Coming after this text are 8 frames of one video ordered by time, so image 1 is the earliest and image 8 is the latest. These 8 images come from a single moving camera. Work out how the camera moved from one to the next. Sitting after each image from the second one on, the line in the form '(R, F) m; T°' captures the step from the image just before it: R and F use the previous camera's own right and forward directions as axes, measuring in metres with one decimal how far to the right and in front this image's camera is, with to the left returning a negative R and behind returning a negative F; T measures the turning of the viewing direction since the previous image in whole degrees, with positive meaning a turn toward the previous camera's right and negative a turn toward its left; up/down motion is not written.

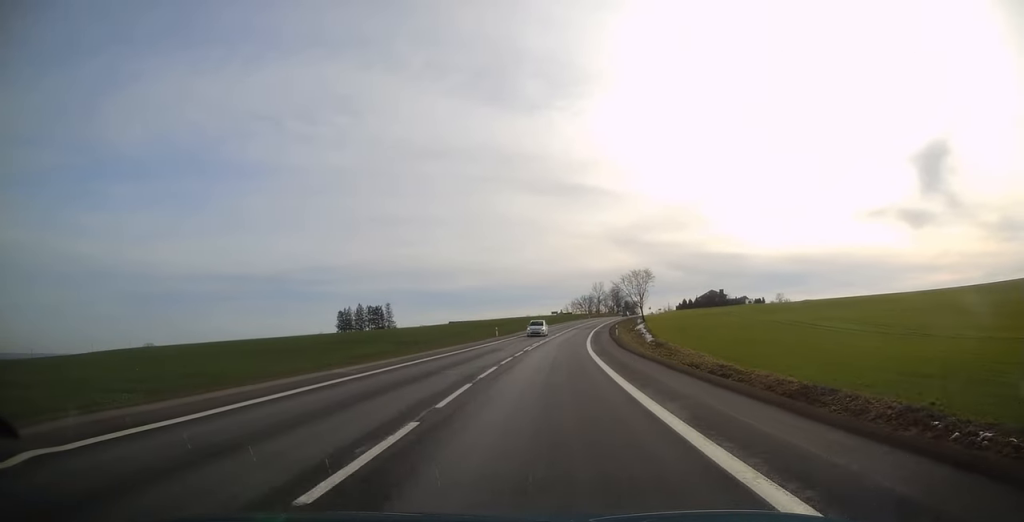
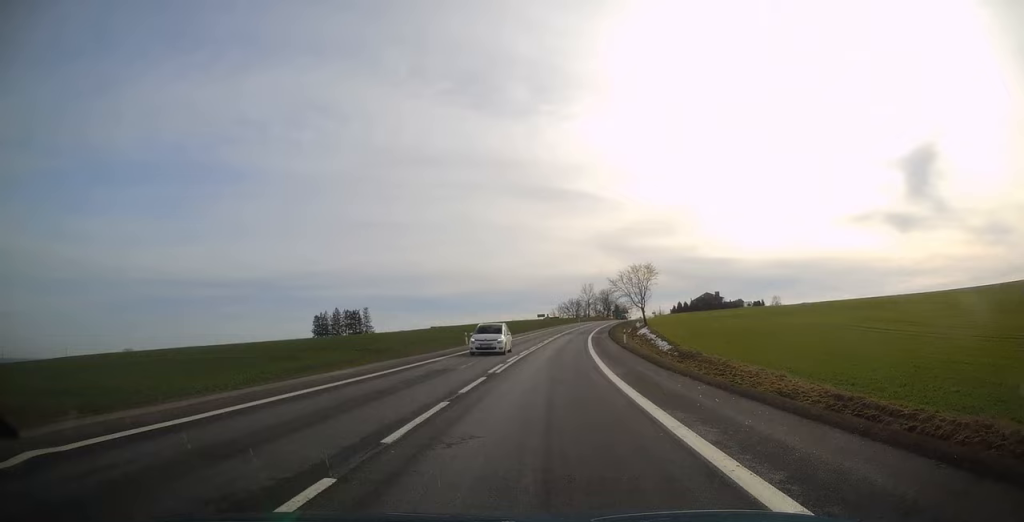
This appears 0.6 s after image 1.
(+0.1, +15.1) m; +1°
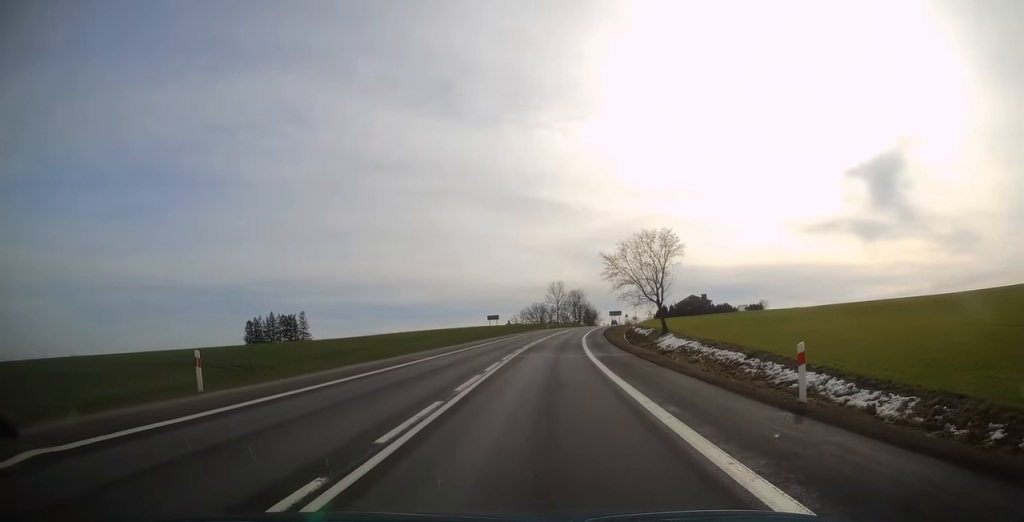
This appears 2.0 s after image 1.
(+1.2, +35.8) m; +4°
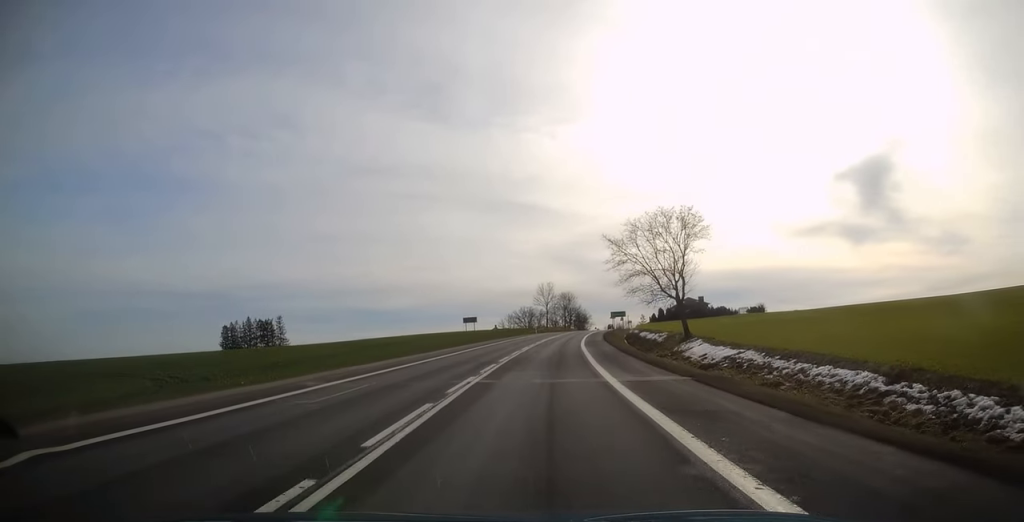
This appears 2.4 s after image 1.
(+0.2, +12.1) m; +1°
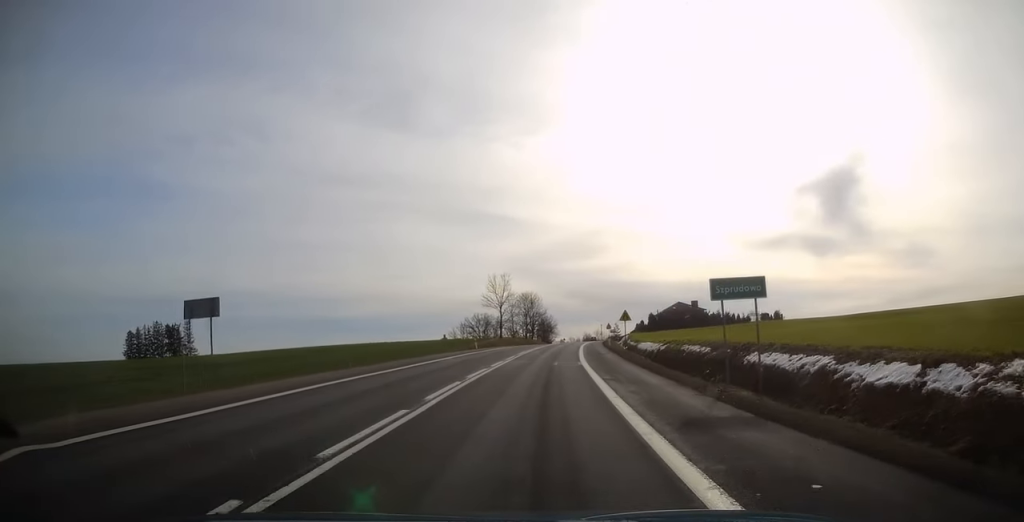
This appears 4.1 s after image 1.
(+0.8, +42.4) m; +3°
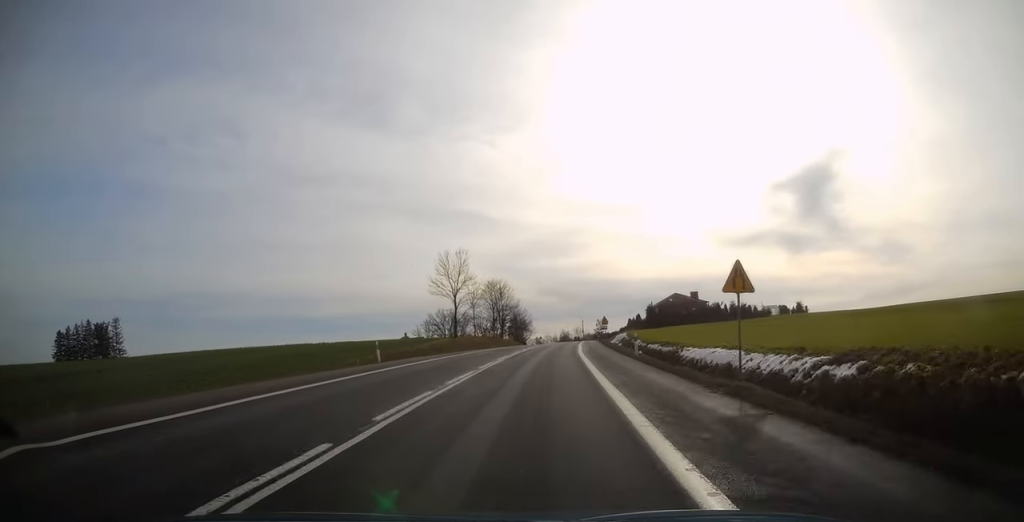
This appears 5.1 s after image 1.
(+0.8, +27.4) m; +3°
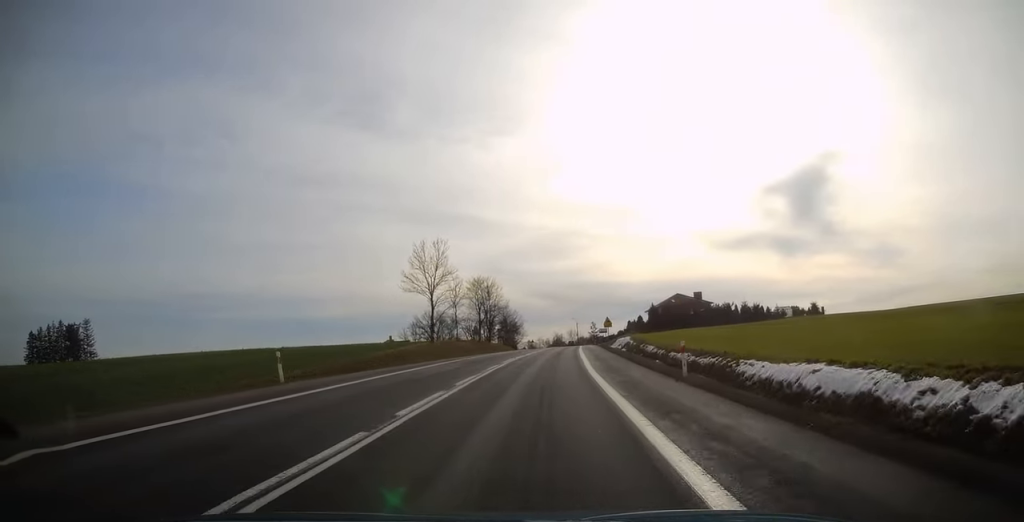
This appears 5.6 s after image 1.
(+0.2, +11.1) m; +1°
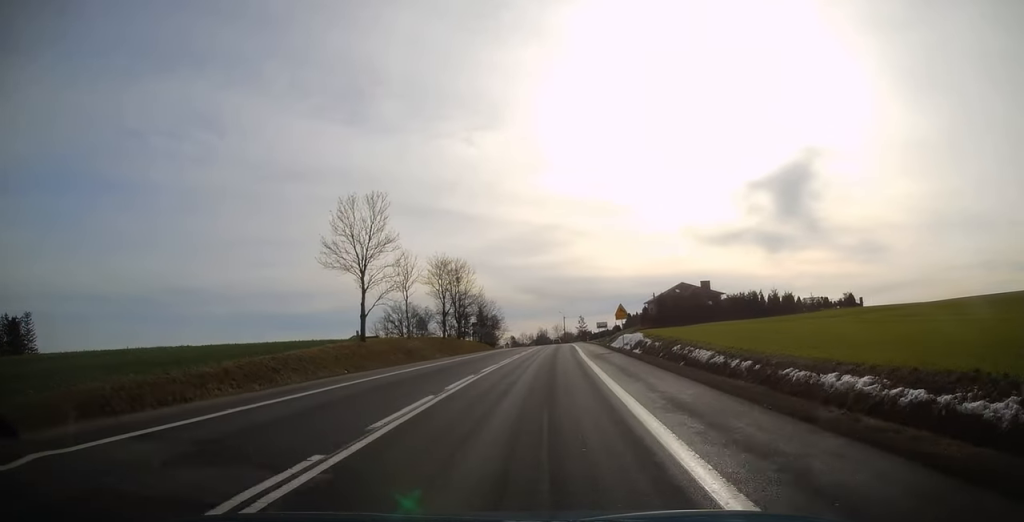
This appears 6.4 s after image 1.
(+0.2, +20.5) m; +1°
